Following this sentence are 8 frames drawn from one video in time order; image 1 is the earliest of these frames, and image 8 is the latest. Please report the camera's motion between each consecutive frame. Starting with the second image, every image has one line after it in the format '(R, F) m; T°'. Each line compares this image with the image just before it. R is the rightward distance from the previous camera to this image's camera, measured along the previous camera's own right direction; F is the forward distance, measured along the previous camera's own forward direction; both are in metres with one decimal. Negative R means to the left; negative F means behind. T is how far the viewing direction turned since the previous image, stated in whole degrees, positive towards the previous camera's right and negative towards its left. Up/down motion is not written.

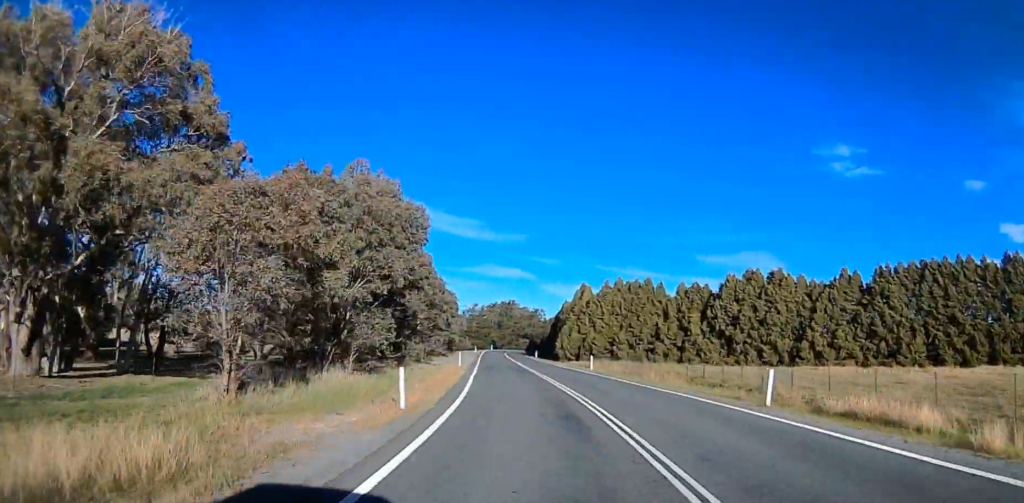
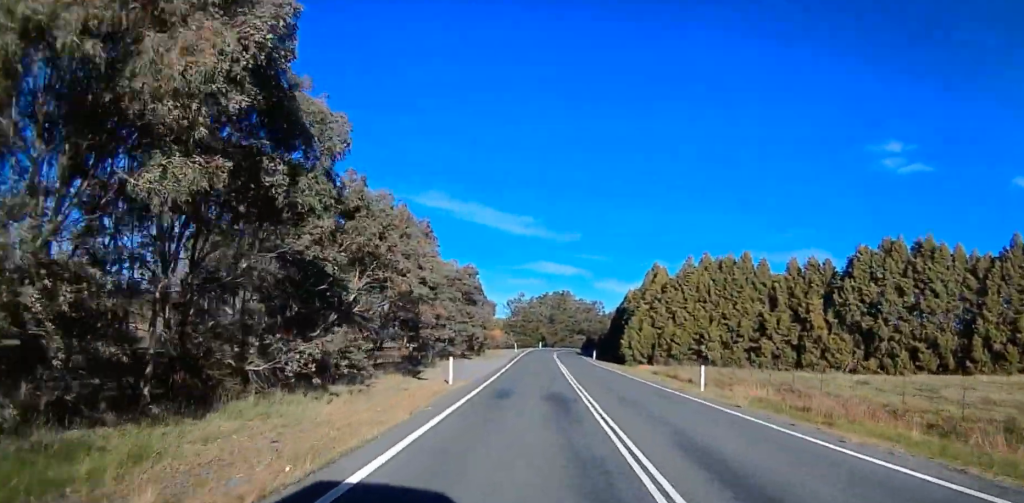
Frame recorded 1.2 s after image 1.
(-3.9, +25.9) m; -9°
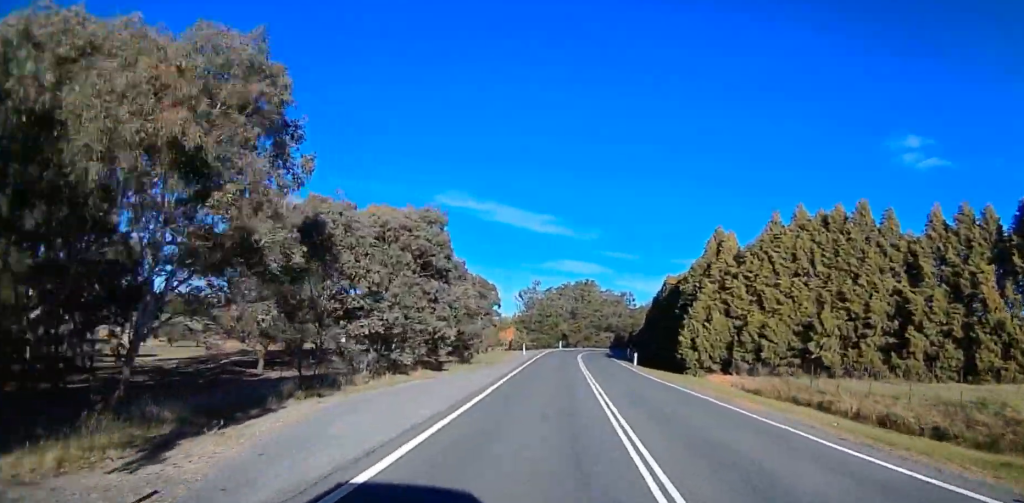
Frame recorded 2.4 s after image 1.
(+1.9, +24.0) m; +6°
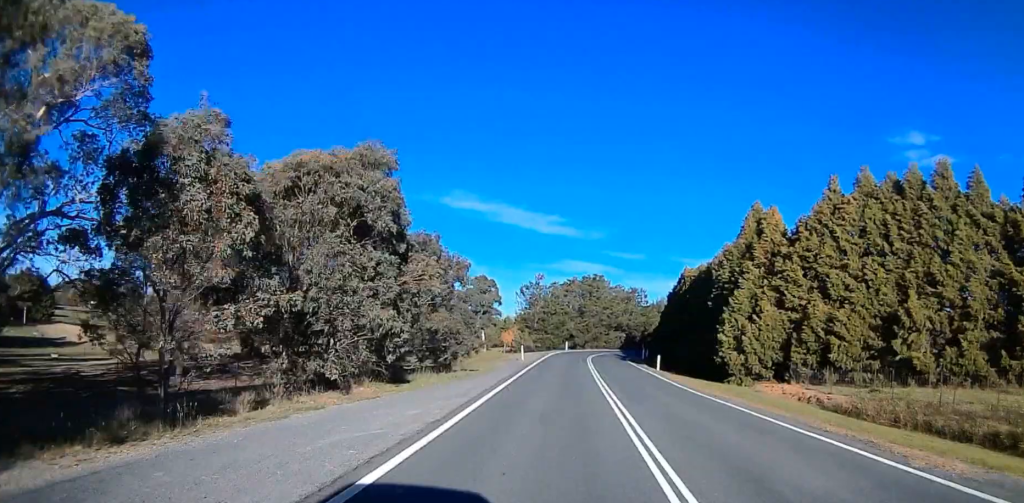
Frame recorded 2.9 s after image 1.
(+2.0, +10.4) m; -6°
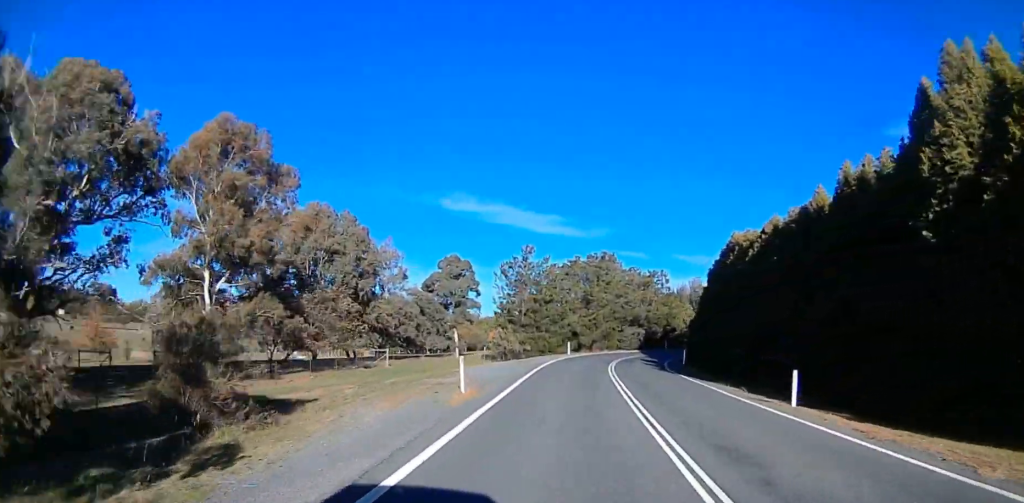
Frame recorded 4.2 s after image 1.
(-6.7, +23.2) m; -14°
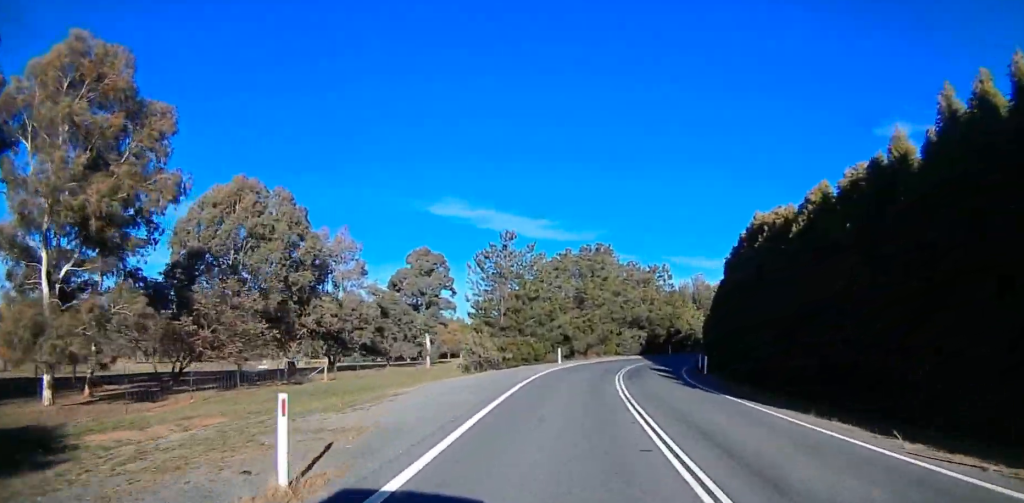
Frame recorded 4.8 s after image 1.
(+1.9, +10.6) m; +6°
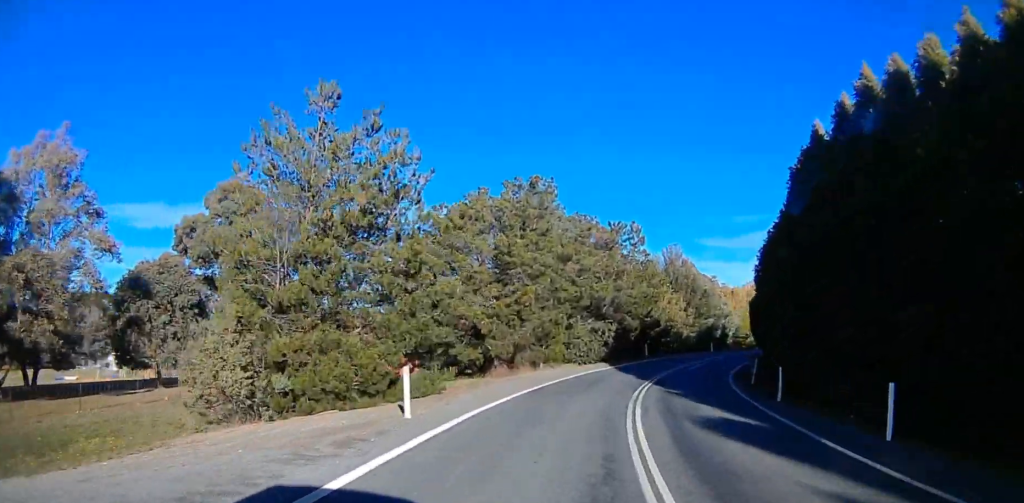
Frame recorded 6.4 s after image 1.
(+4.3, +27.8) m; +27°
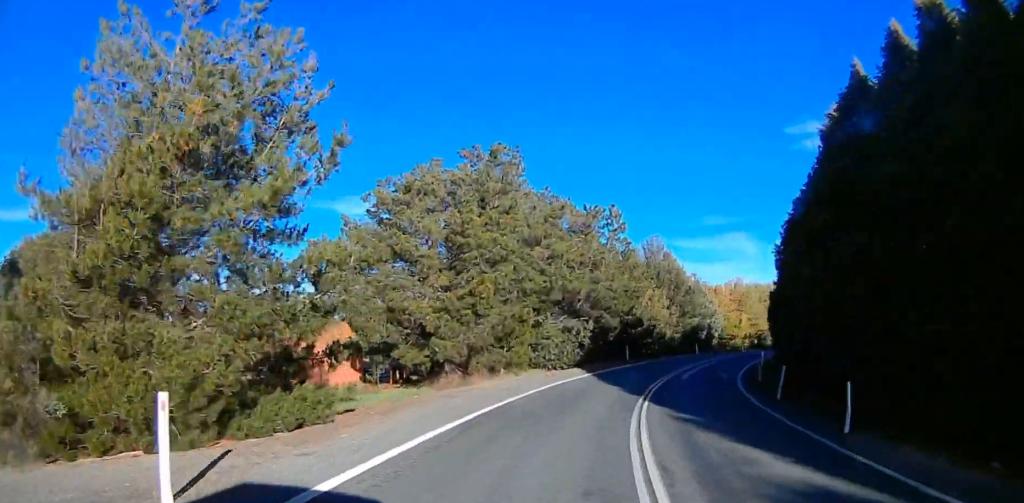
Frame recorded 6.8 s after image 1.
(+1.8, +6.6) m; +9°
